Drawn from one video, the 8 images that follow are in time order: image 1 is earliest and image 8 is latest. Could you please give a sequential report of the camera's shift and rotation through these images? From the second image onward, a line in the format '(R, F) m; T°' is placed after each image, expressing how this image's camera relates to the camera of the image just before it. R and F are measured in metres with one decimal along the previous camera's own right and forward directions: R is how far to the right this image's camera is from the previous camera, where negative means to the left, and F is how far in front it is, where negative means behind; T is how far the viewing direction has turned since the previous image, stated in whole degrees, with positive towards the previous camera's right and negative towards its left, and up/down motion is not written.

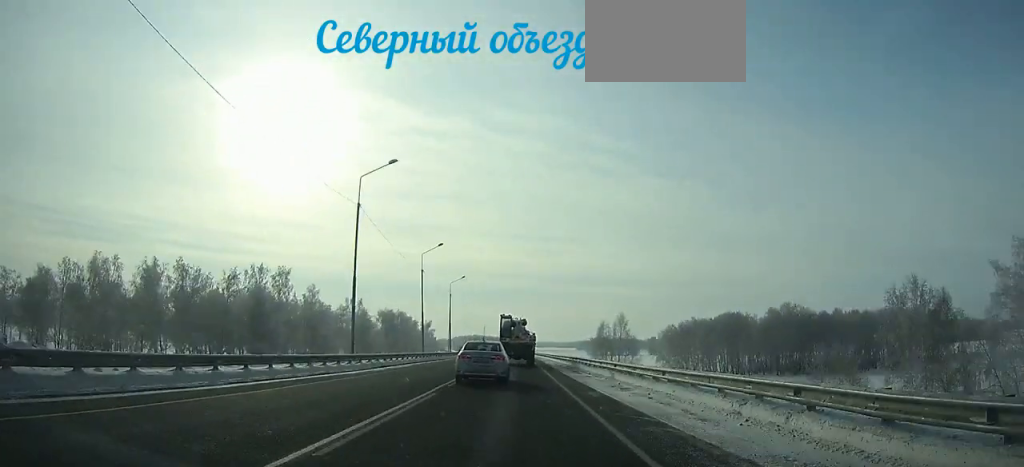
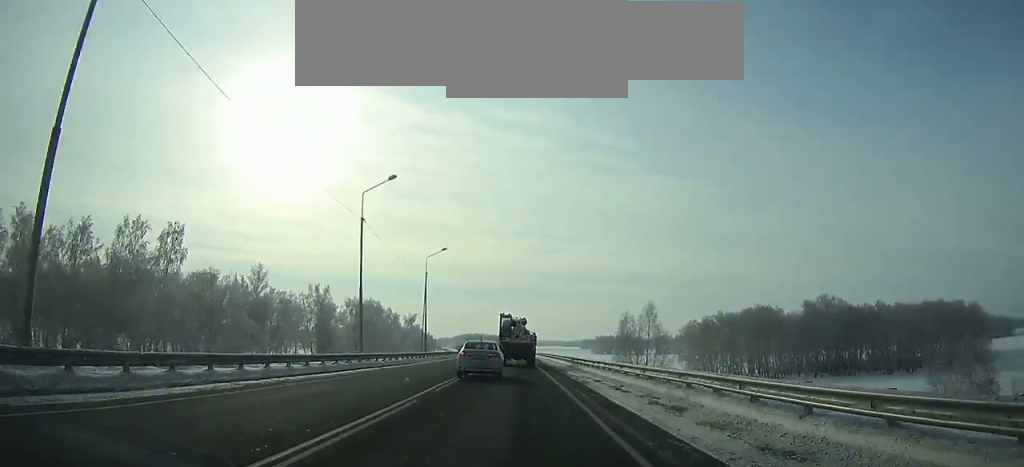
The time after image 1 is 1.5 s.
(+0.1, +27.4) m; 0°
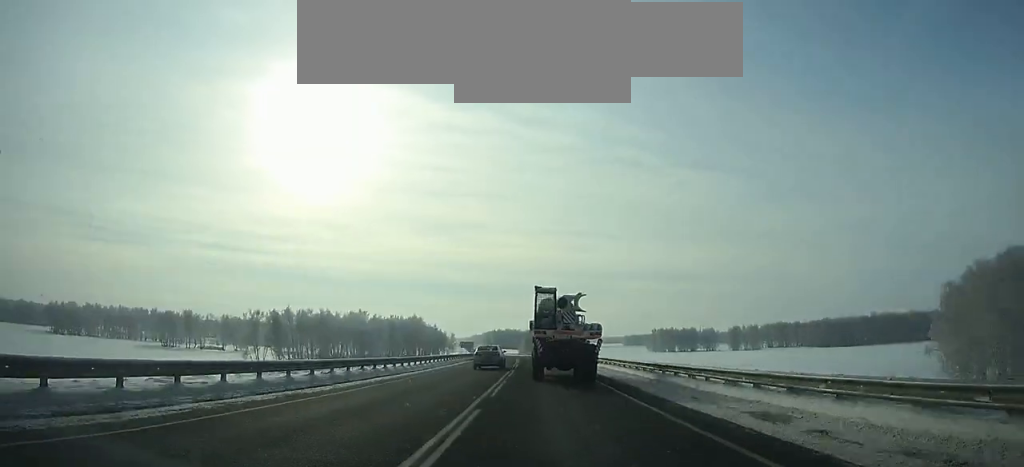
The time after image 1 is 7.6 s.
(-3.3, +128.9) m; -3°
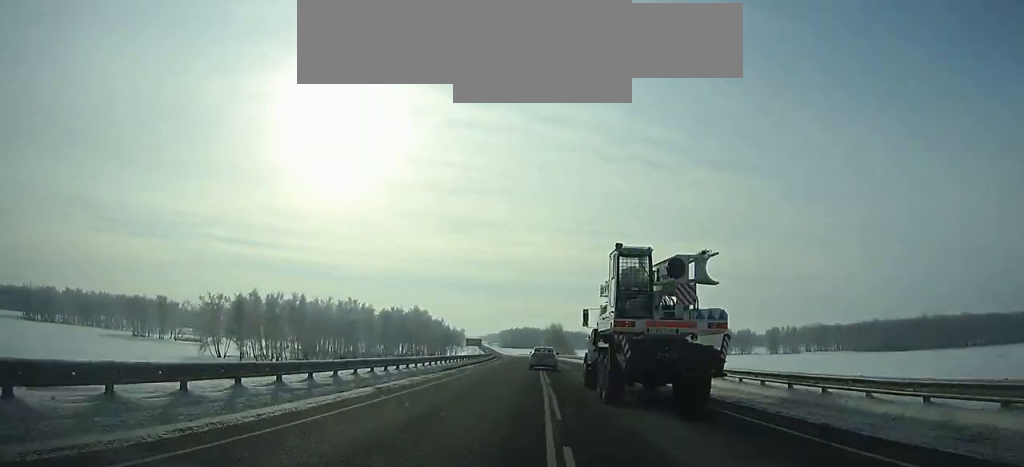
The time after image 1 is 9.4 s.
(-0.5, +42.9) m; -1°
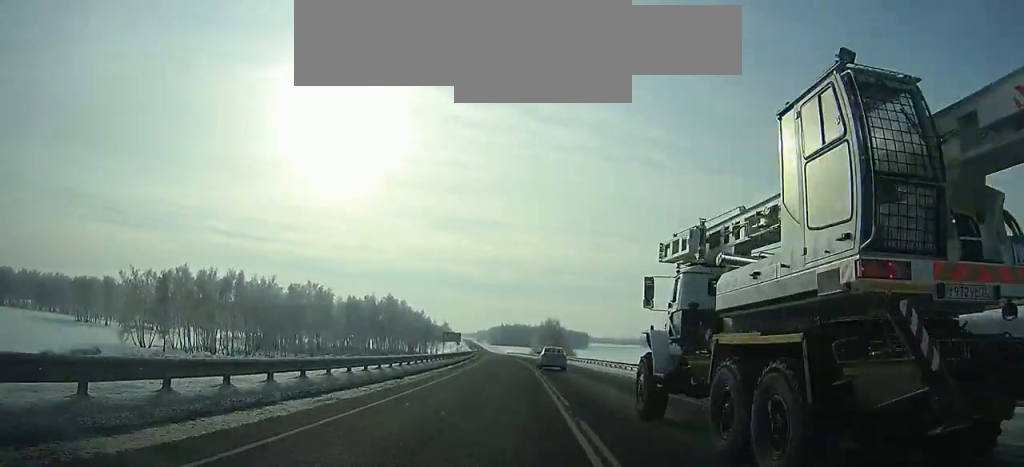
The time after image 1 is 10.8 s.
(-0.1, +33.8) m; -1°
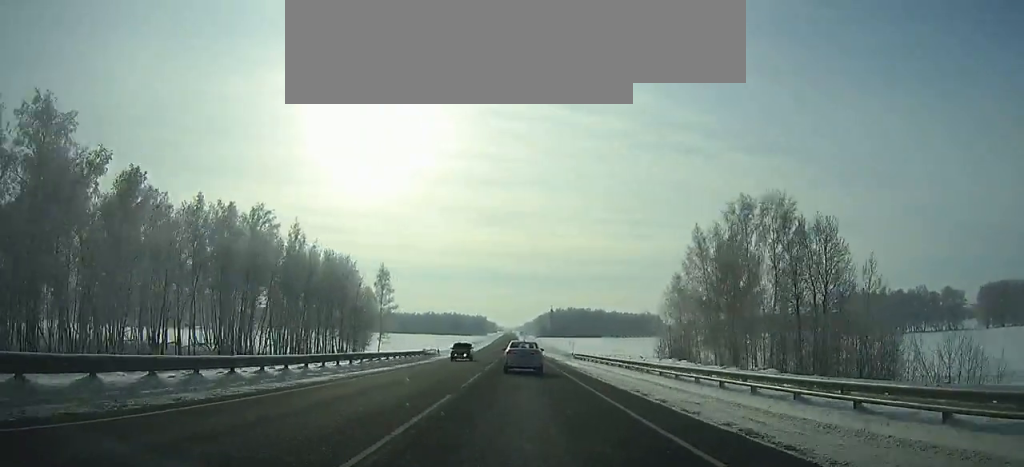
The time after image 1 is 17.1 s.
(-6.3, +159.5) m; -4°
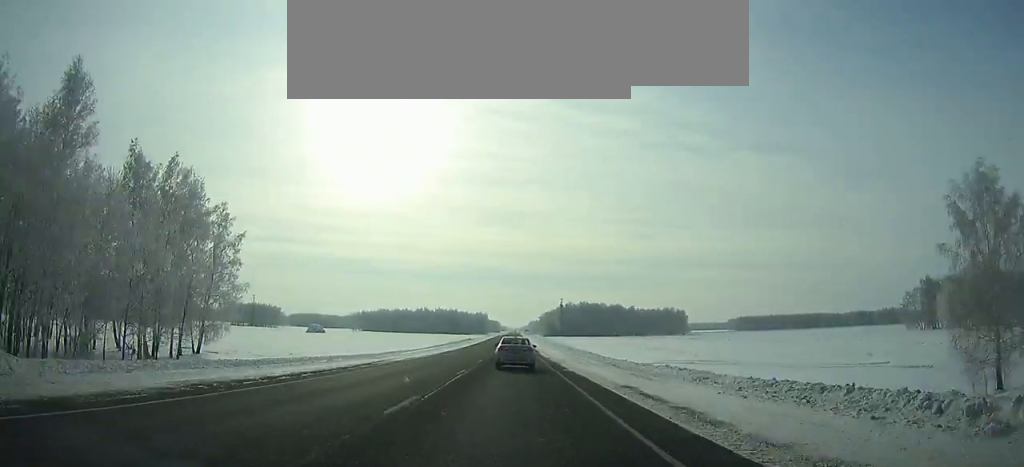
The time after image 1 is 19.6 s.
(-0.4, +63.6) m; 0°
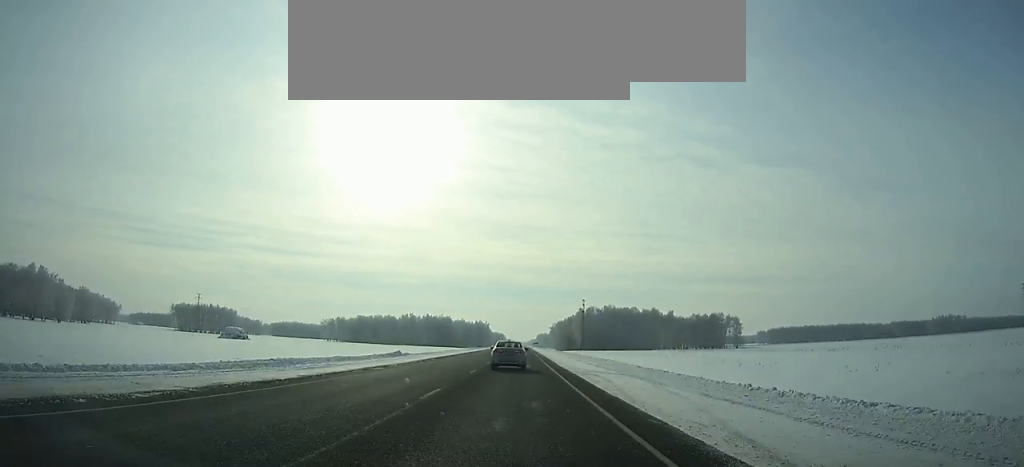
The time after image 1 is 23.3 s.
(-0.1, +93.5) m; 0°
